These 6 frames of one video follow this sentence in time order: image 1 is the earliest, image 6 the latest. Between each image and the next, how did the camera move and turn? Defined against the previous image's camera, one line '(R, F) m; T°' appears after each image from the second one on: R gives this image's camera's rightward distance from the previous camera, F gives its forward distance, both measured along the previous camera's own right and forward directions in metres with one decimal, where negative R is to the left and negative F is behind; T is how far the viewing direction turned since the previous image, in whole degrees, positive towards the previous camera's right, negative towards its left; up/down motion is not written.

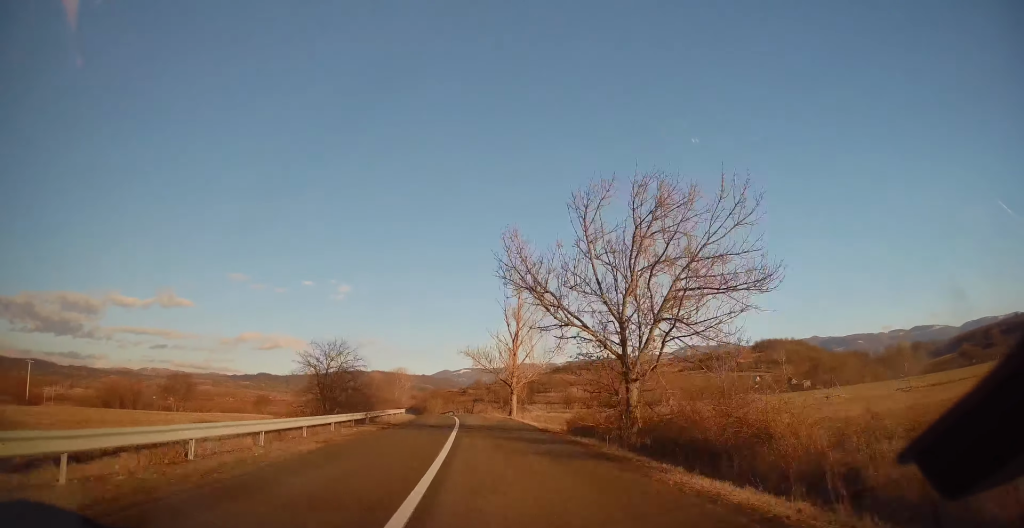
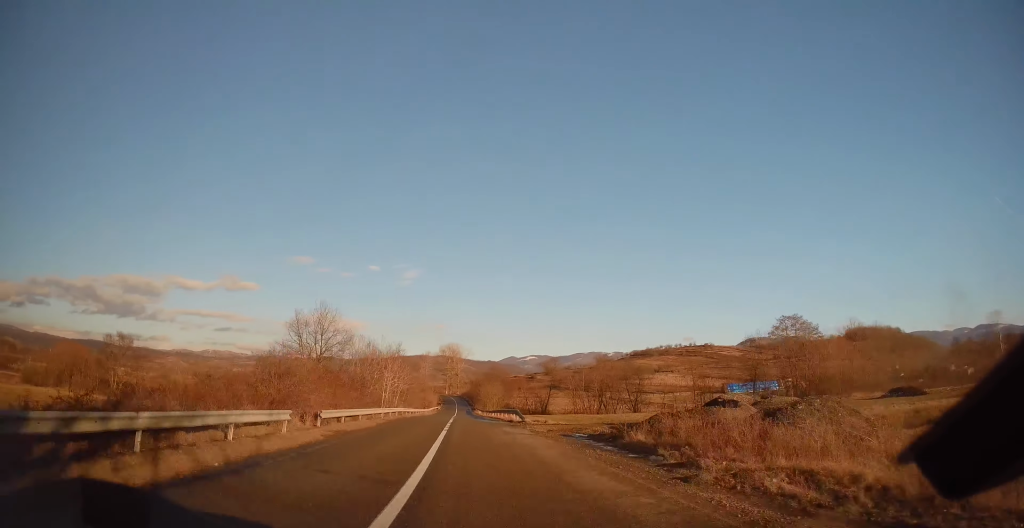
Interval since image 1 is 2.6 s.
(-4.5, +63.2) m; -8°
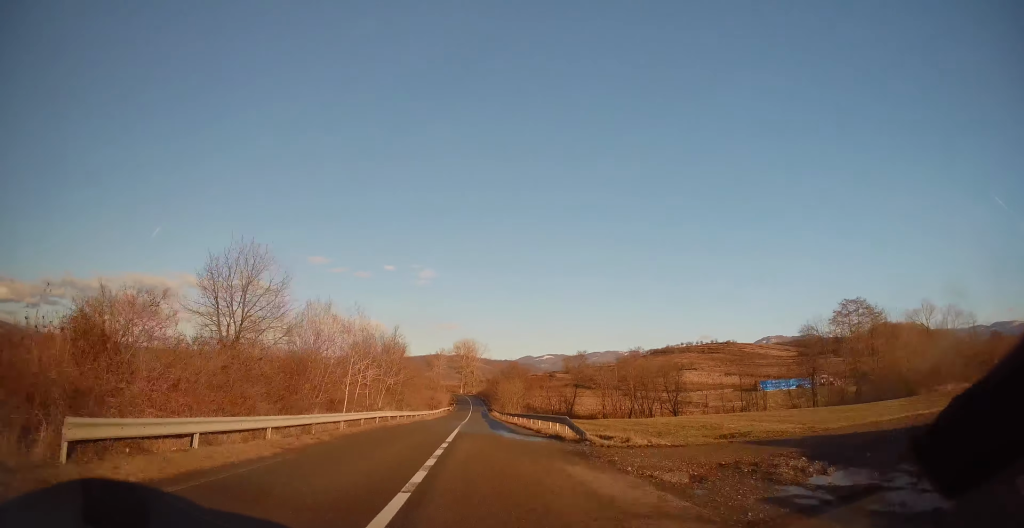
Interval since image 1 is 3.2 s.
(-0.2, +14.4) m; -1°
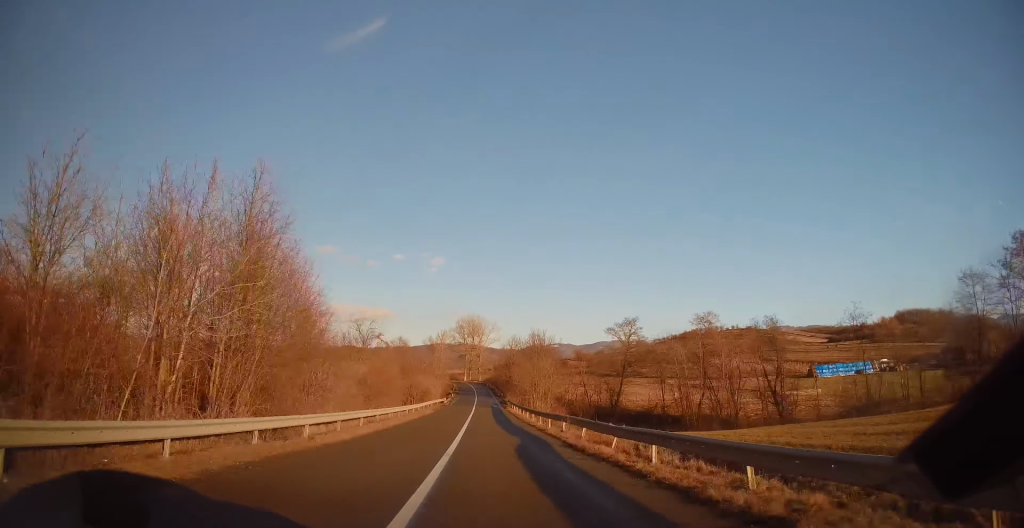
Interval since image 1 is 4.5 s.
(-0.4, +33.7) m; 0°
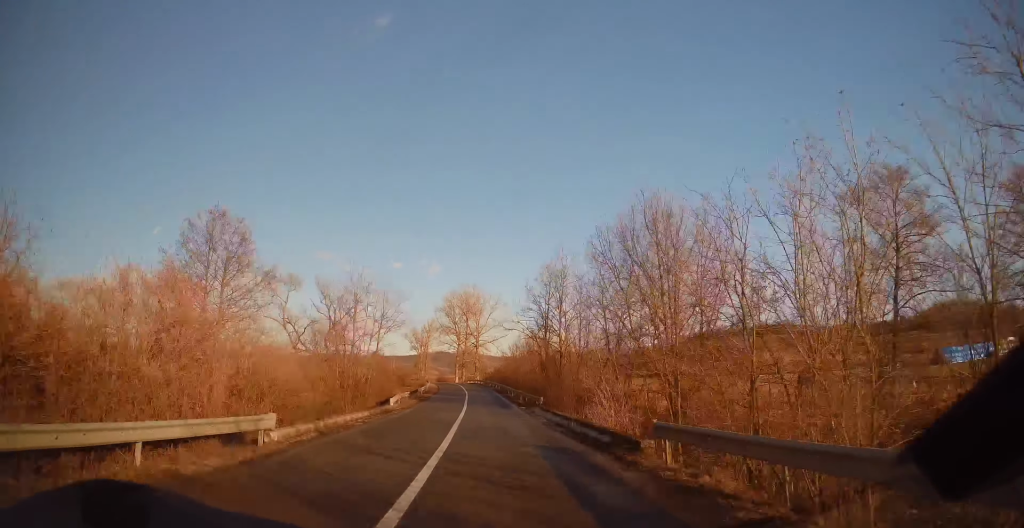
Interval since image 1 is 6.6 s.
(+0.8, +56.1) m; +1°
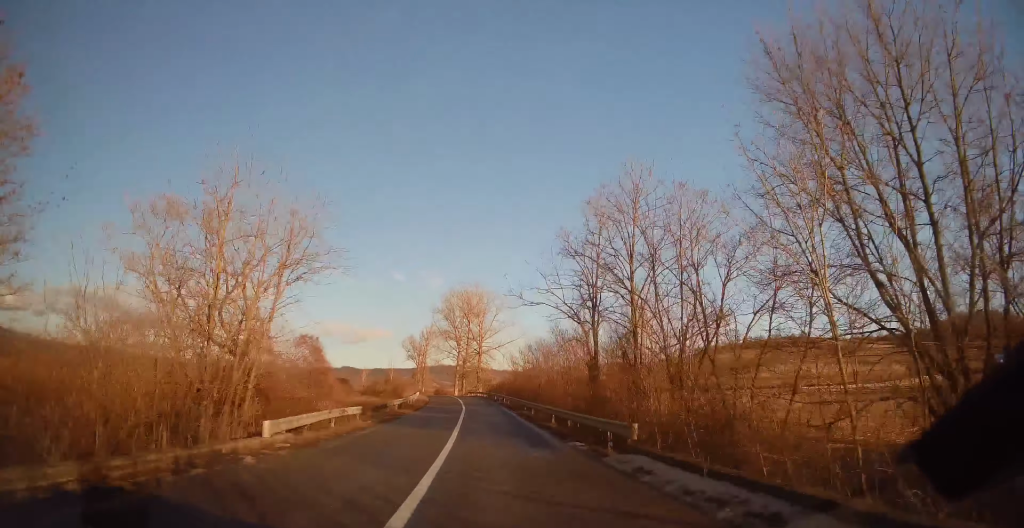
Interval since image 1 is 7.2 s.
(-0.1, +16.4) m; -1°
